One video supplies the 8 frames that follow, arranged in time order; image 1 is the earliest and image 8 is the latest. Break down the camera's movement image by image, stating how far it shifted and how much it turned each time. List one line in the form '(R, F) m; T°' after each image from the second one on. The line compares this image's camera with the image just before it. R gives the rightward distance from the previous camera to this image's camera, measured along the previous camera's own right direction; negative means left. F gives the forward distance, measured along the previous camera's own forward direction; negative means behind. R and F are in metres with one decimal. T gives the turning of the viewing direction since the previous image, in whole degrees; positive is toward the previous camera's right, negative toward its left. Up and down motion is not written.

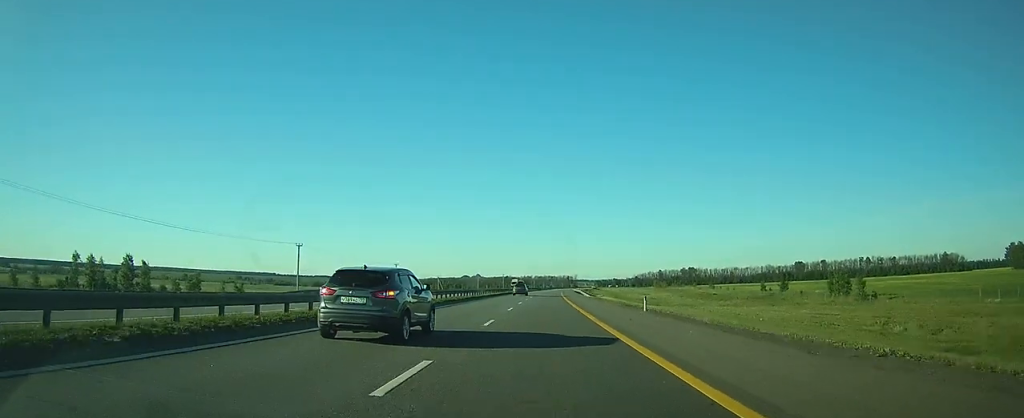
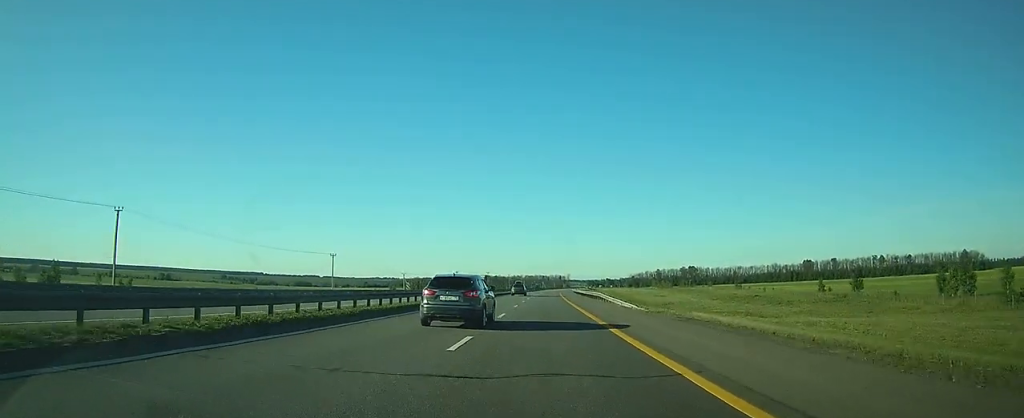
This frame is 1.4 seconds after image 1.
(+0.2, +43.4) m; +1°
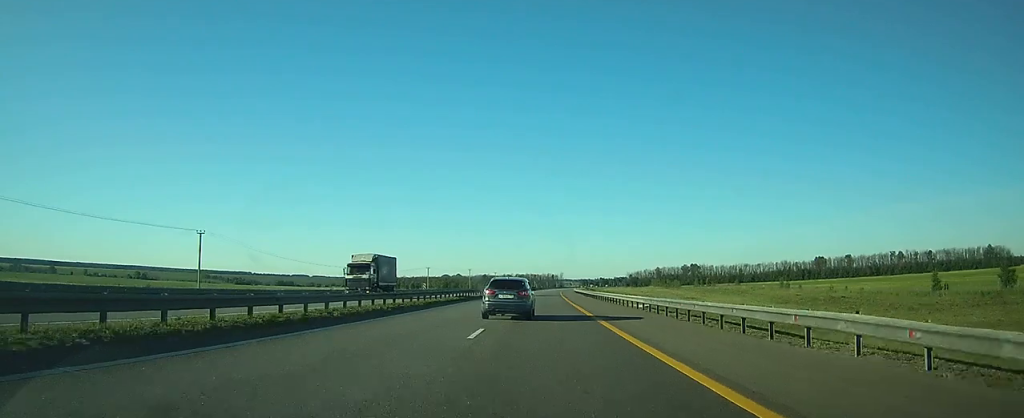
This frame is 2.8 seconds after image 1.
(+0.3, +45.7) m; +1°
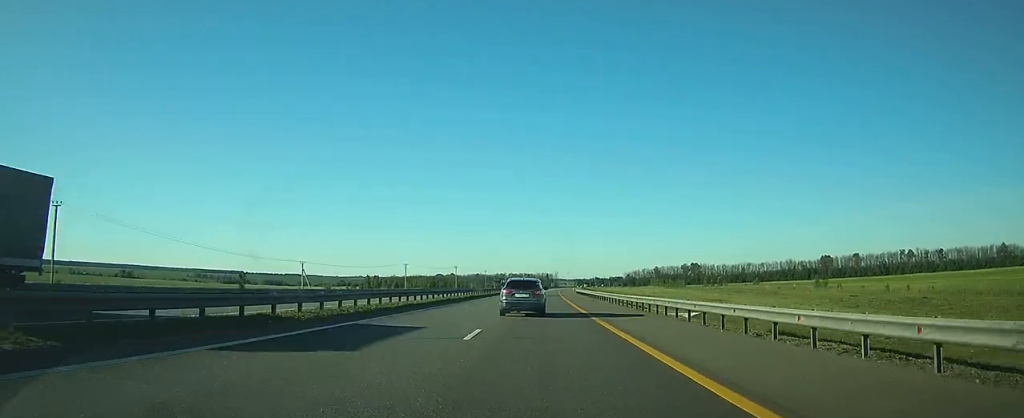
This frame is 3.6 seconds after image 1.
(+0.1, +24.5) m; +1°
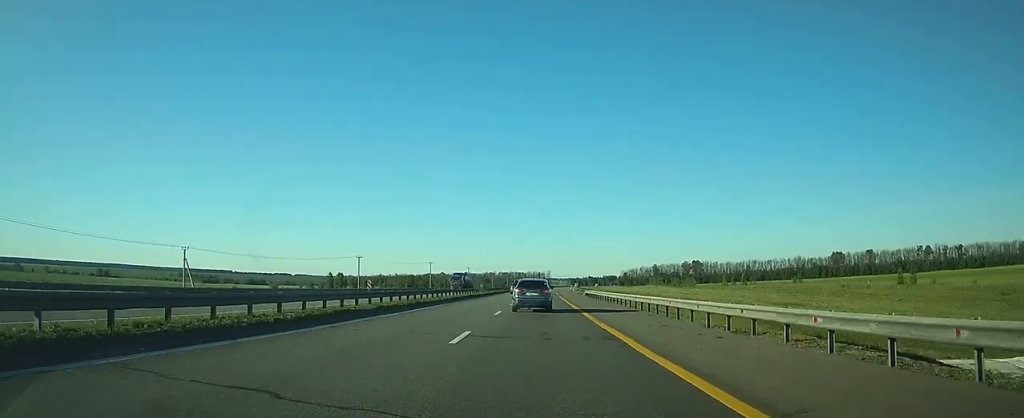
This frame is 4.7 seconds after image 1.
(+0.4, +37.5) m; +1°
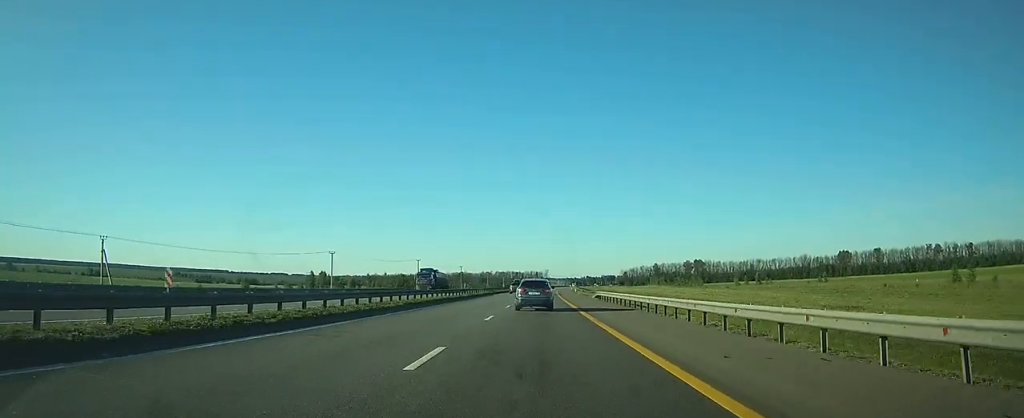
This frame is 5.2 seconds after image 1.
(0.0, +16.0) m; 0°
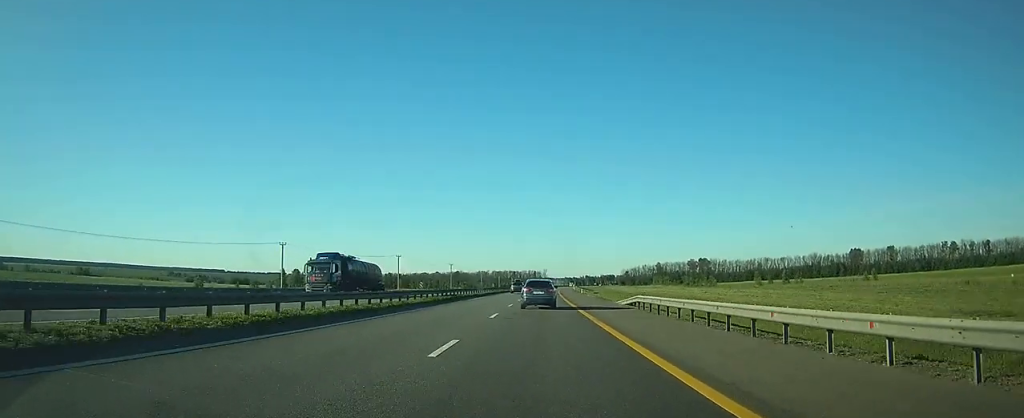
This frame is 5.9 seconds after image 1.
(+0.1, +22.5) m; 0°
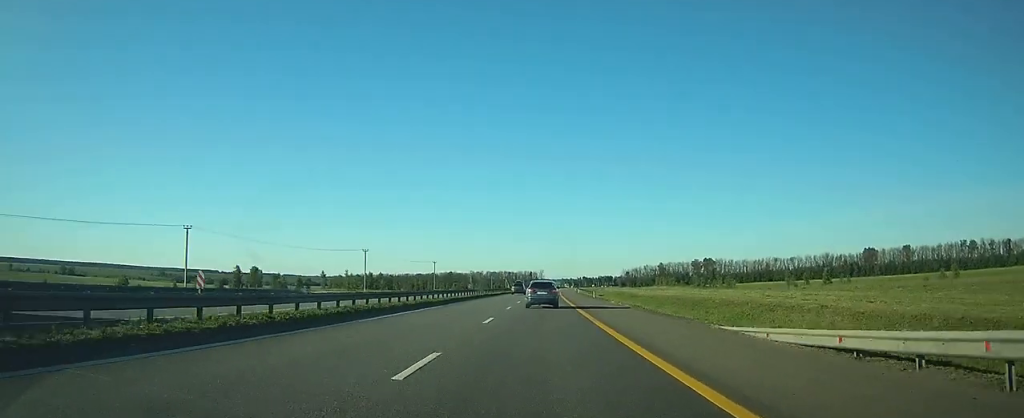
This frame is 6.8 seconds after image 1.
(+0.1, +26.7) m; 0°
